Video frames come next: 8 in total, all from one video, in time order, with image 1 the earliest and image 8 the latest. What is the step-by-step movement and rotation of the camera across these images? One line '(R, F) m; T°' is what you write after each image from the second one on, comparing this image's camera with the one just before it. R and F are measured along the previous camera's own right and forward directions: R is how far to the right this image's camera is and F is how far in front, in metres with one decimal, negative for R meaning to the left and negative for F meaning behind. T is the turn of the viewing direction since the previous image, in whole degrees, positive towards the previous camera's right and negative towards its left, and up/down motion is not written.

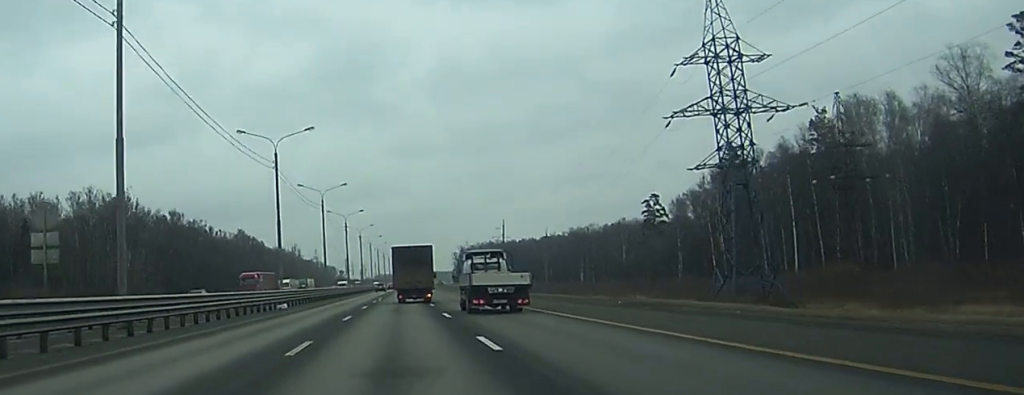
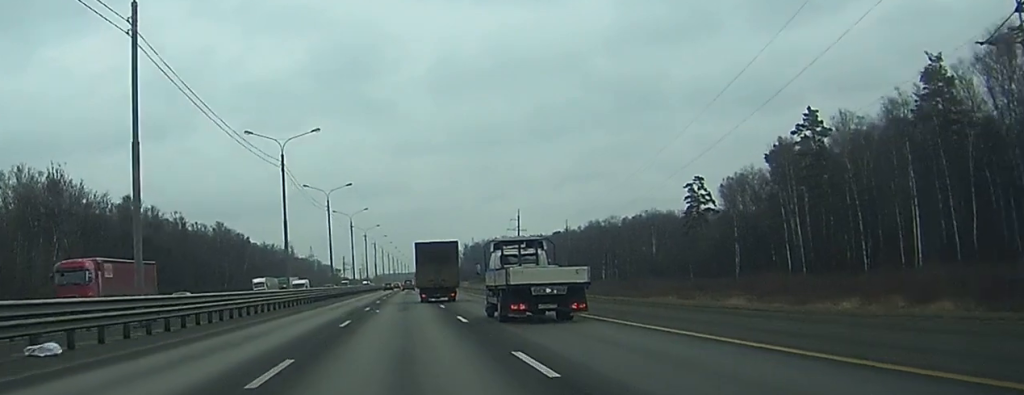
(+0.4, +39.2) m; +1°
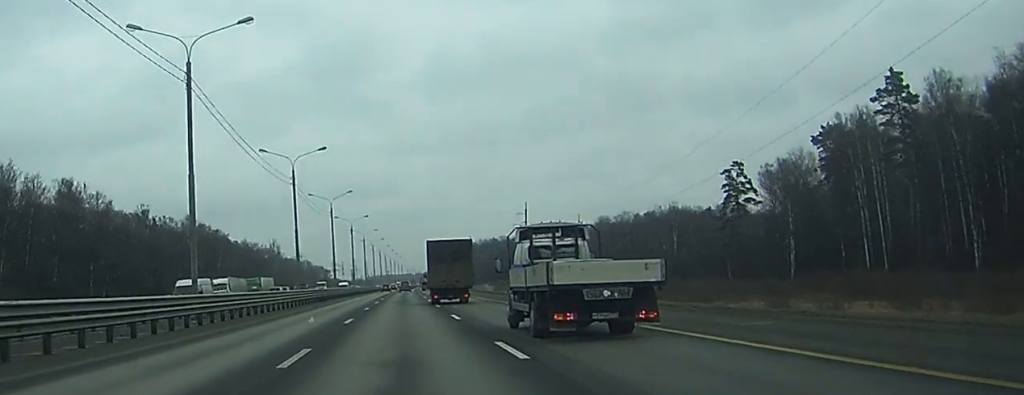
(+0.1, +30.2) m; +1°
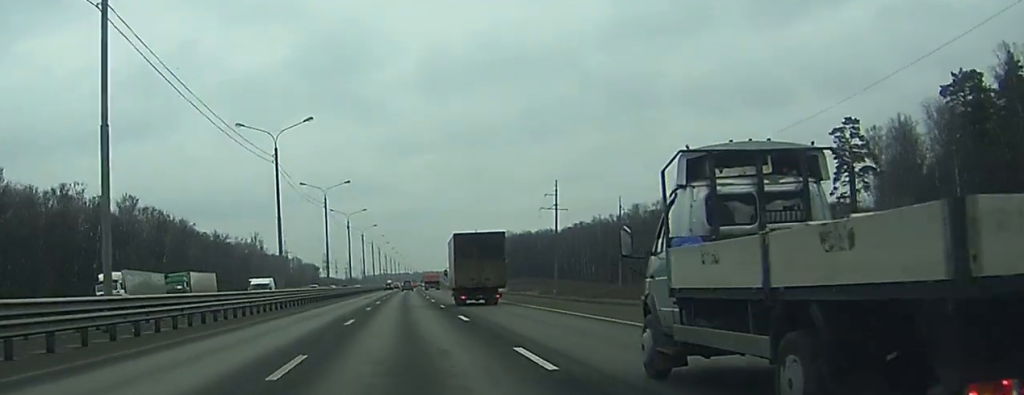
(+0.4, +50.8) m; +1°
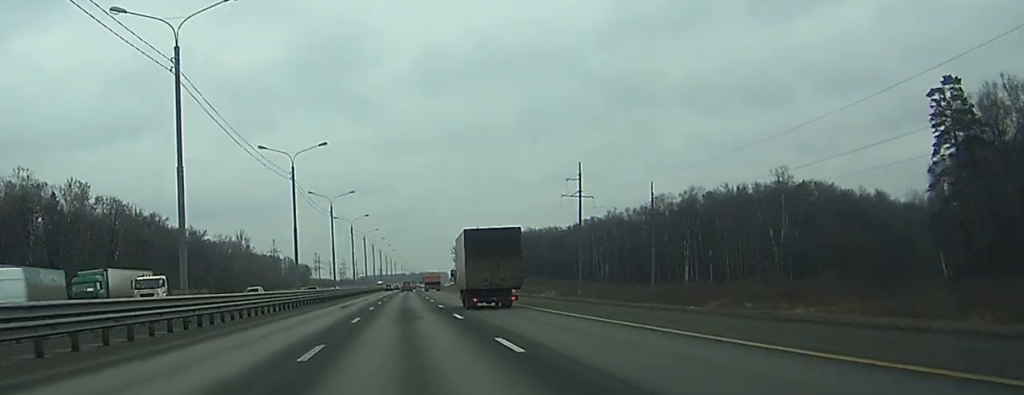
(0.0, +28.9) m; 0°
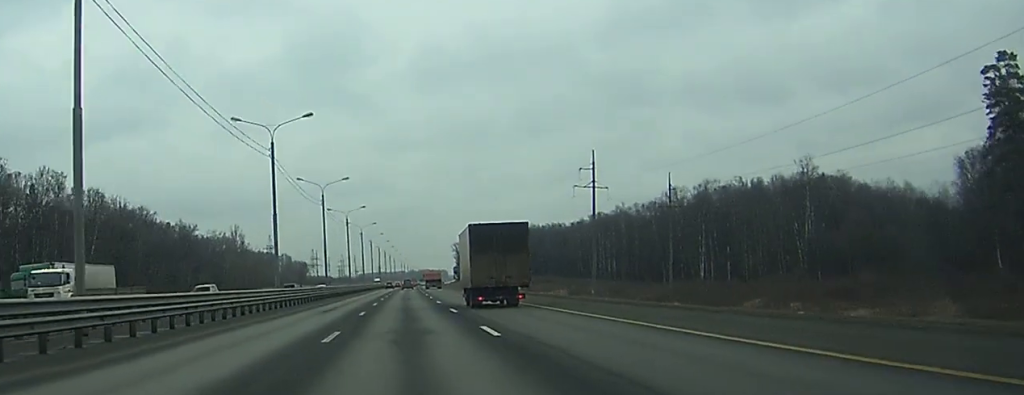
(0.0, +11.9) m; 0°
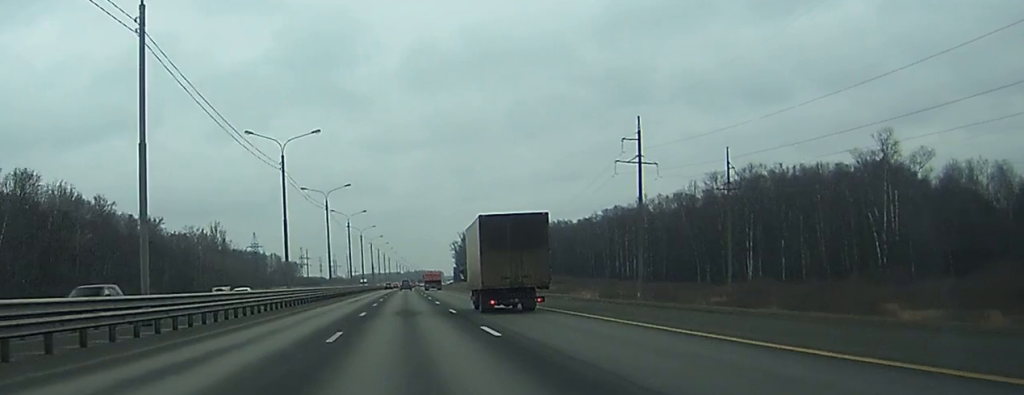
(0.0, +31.8) m; 0°
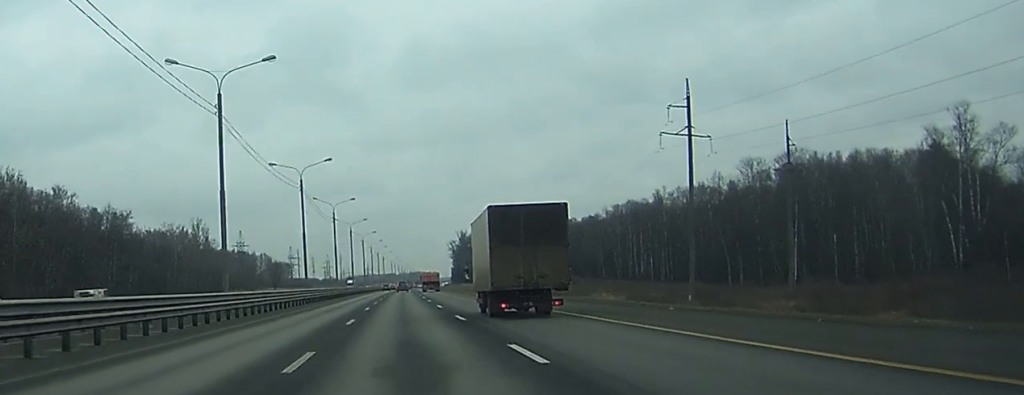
(0.0, +22.8) m; 0°
